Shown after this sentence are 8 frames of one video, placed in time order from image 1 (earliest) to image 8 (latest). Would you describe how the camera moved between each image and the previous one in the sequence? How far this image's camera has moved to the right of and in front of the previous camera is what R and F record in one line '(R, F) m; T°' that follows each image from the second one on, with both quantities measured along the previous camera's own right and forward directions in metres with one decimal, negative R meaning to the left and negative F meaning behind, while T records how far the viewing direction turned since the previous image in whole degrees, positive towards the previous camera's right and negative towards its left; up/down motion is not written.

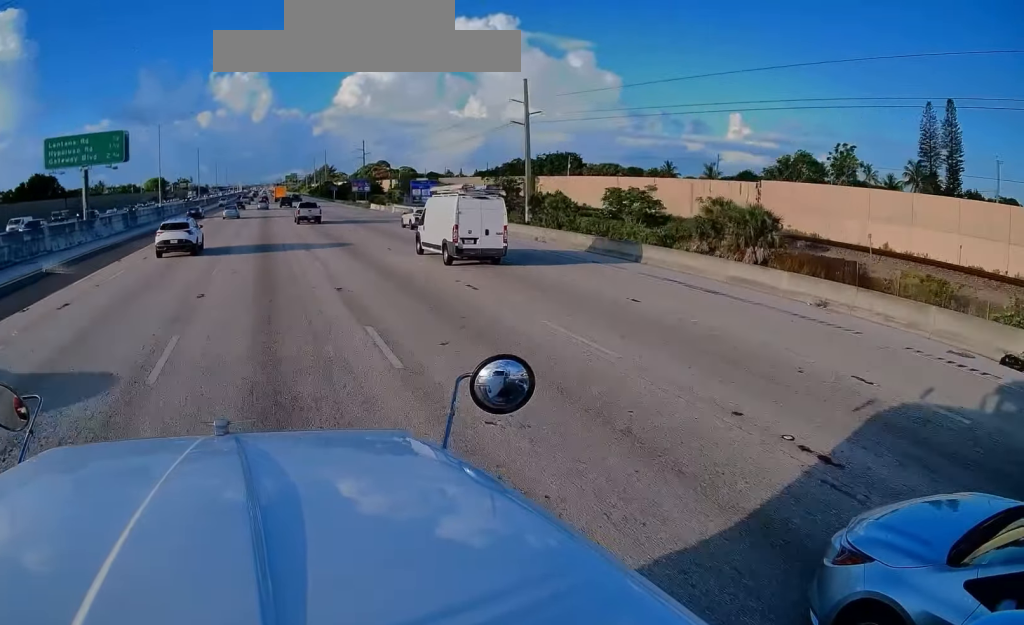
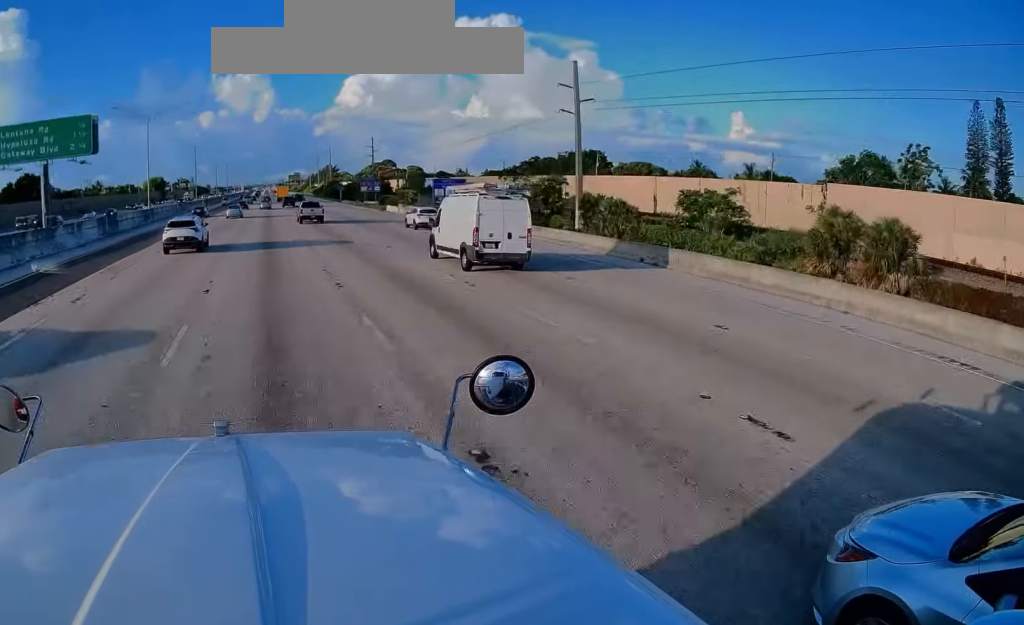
(0.0, +11.5) m; 0°
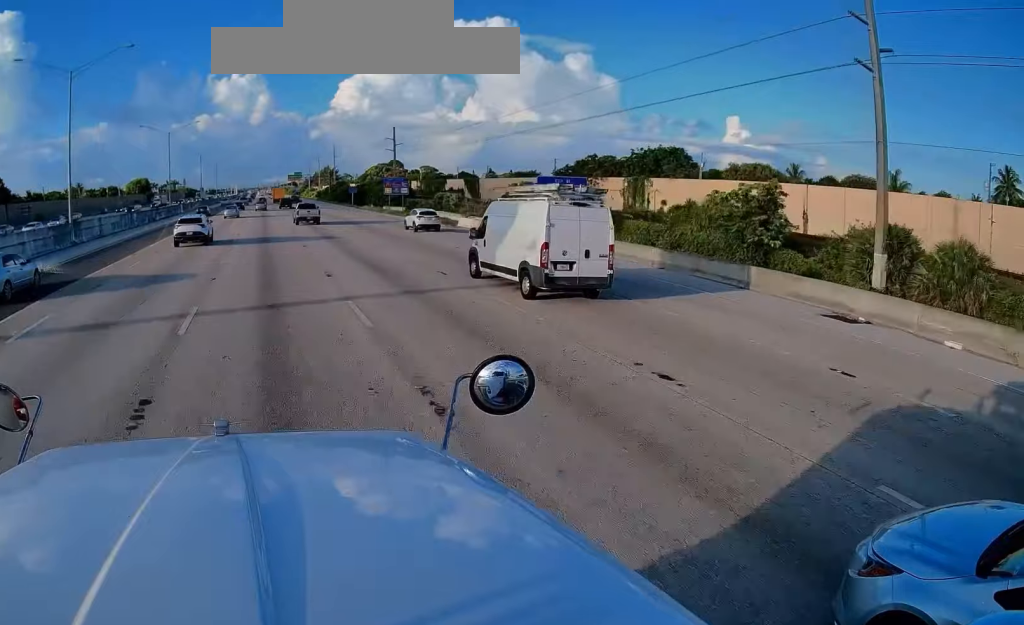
(0.0, +33.6) m; 0°
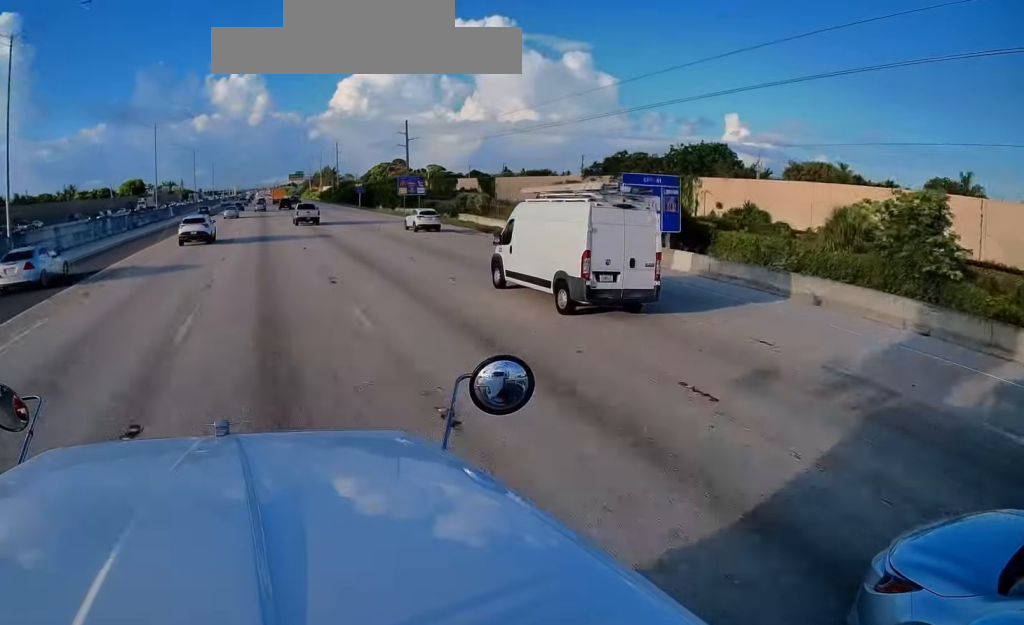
(-0.1, +13.2) m; 0°
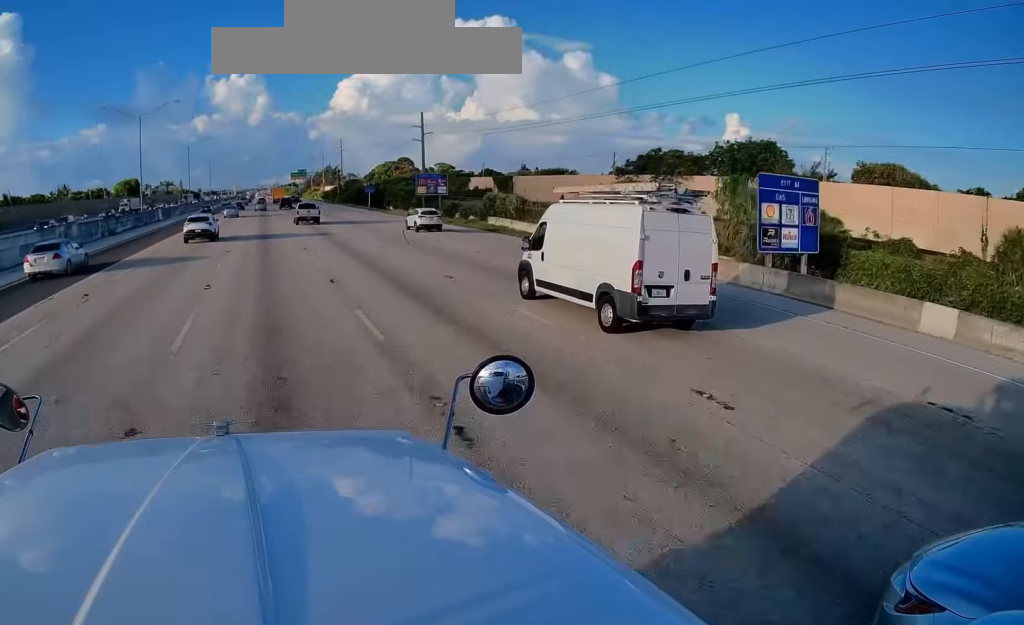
(+0.2, +12.4) m; 0°
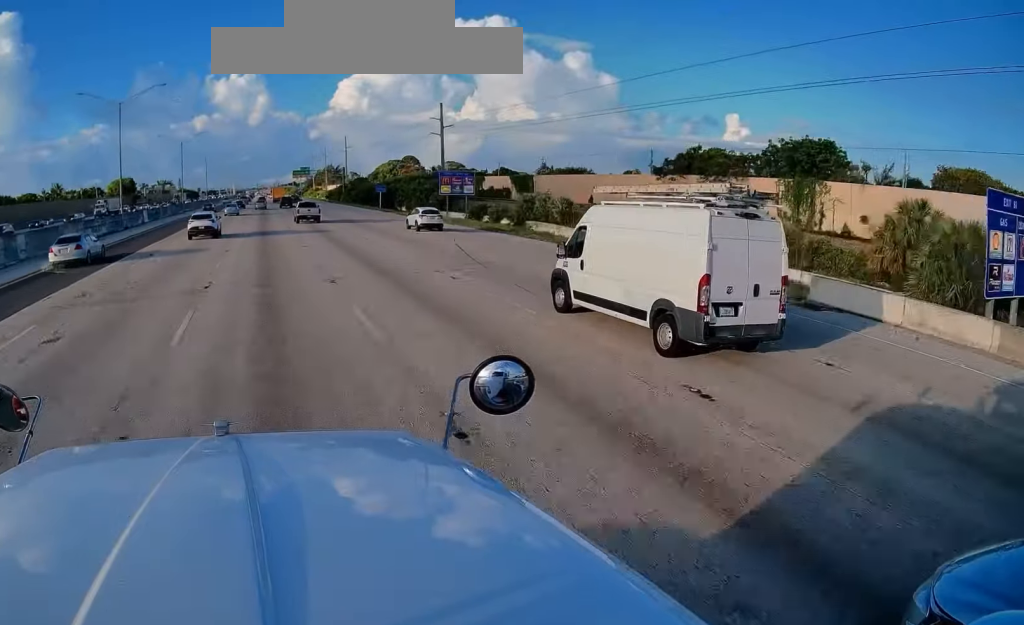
(+0.2, +12.4) m; 0°
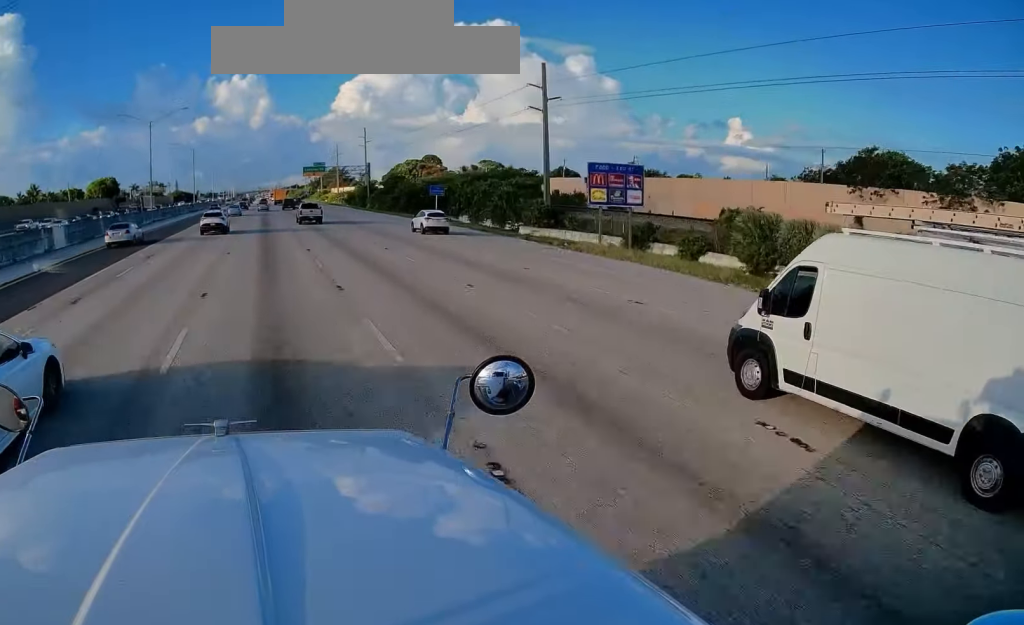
(-0.3, +38.3) m; 0°
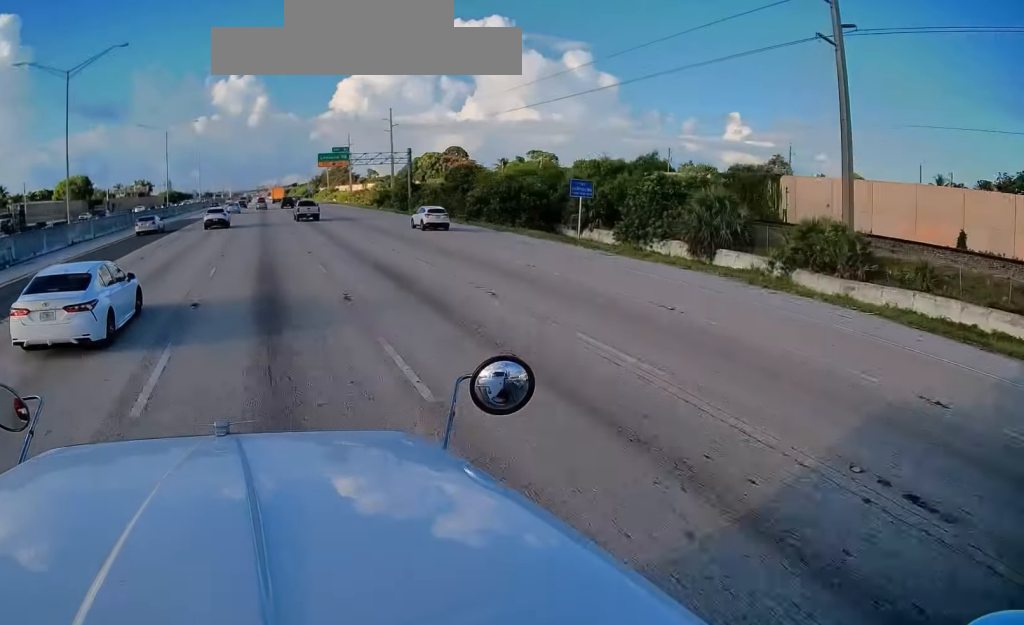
(-0.1, +39.1) m; 0°
